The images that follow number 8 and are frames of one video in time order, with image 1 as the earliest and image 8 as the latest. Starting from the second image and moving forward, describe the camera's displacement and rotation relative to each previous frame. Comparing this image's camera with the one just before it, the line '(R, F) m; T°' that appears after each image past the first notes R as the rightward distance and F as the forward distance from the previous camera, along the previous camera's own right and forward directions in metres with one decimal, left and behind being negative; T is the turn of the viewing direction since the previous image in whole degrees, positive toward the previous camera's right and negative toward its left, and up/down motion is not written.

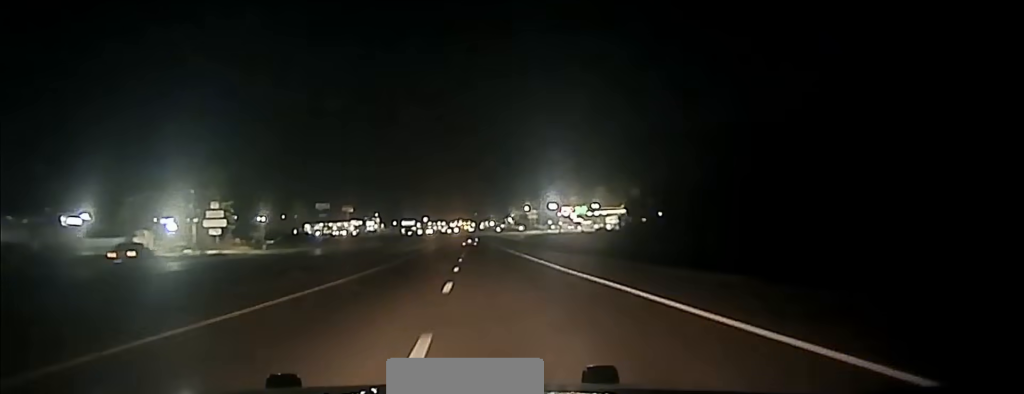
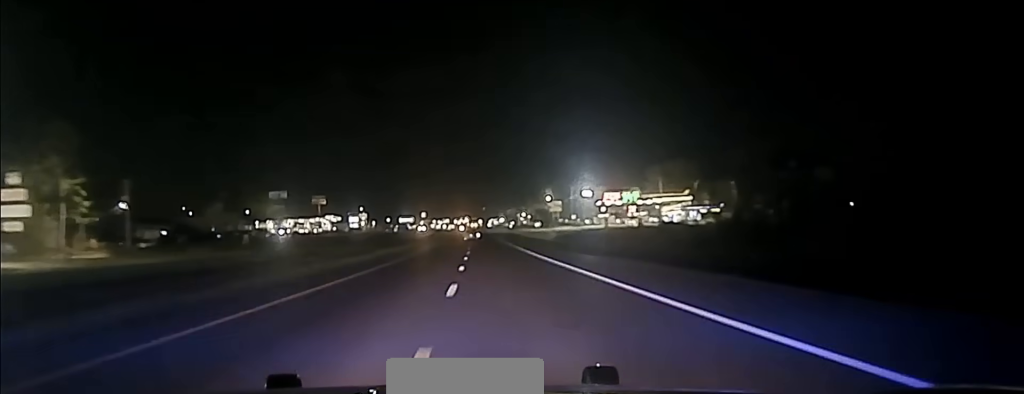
(-0.7, +87.1) m; -1°
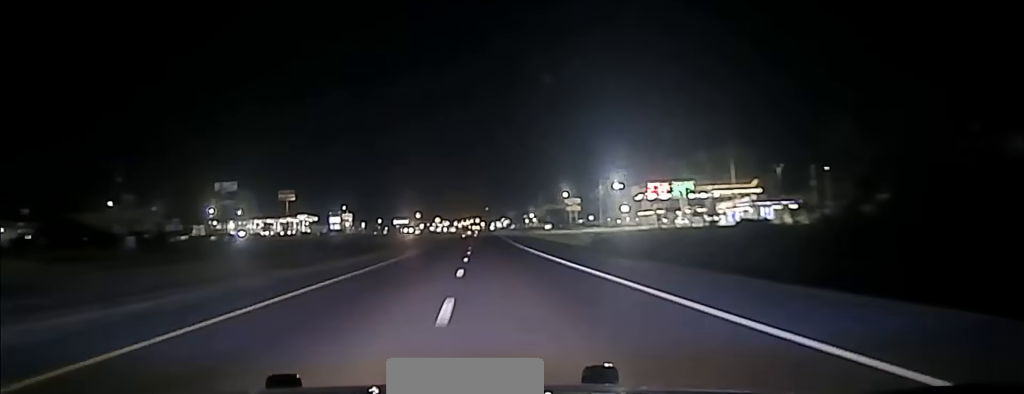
(-0.1, +52.0) m; 0°
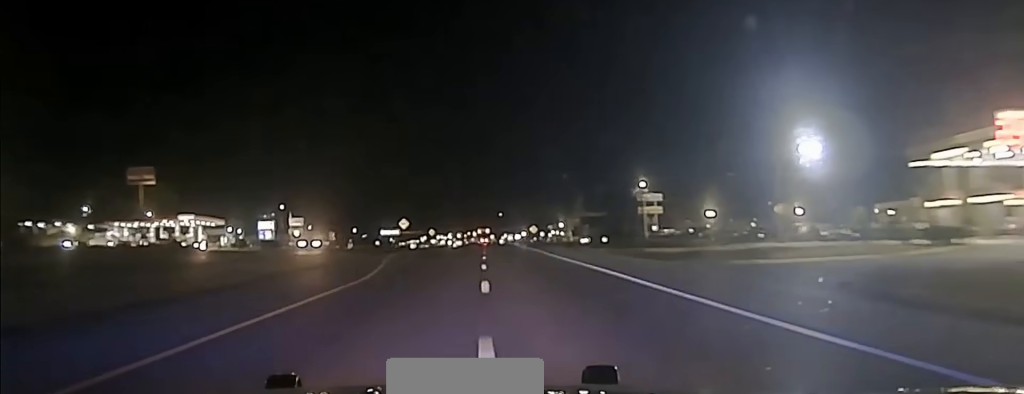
(-0.2, +118.7) m; 0°
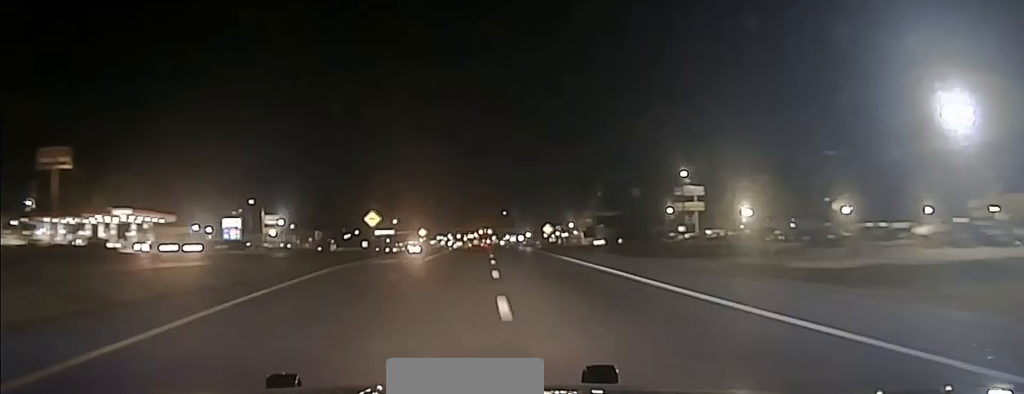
(0.0, +28.2) m; 0°
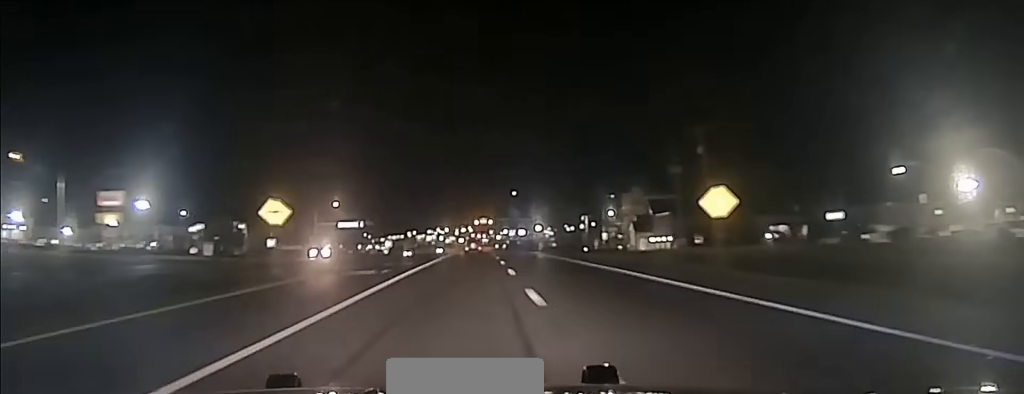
(+0.1, +95.2) m; 0°
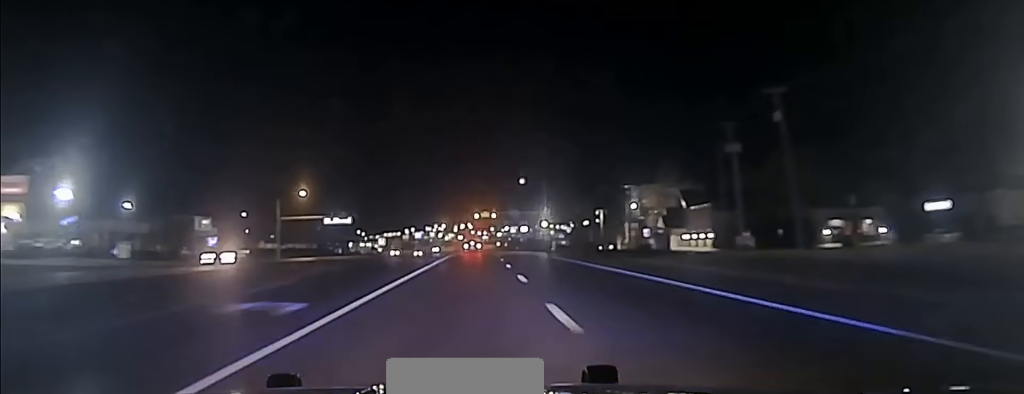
(+0.1, +27.5) m; 0°
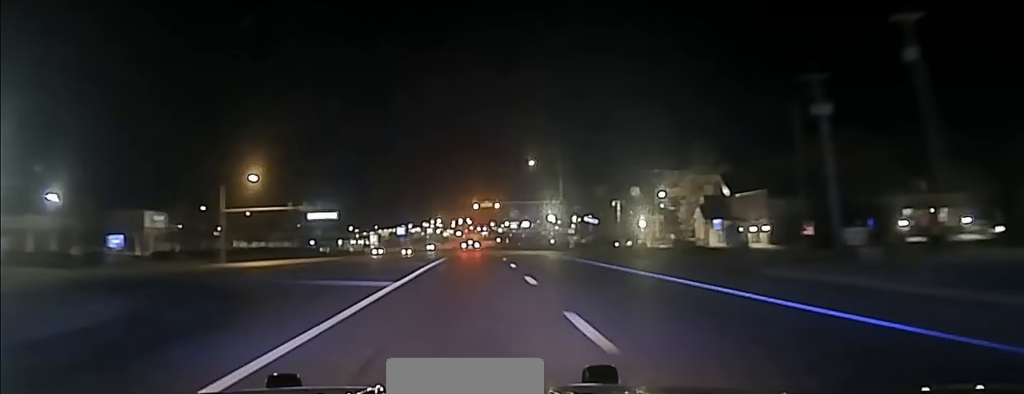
(0.0, +29.5) m; 0°
